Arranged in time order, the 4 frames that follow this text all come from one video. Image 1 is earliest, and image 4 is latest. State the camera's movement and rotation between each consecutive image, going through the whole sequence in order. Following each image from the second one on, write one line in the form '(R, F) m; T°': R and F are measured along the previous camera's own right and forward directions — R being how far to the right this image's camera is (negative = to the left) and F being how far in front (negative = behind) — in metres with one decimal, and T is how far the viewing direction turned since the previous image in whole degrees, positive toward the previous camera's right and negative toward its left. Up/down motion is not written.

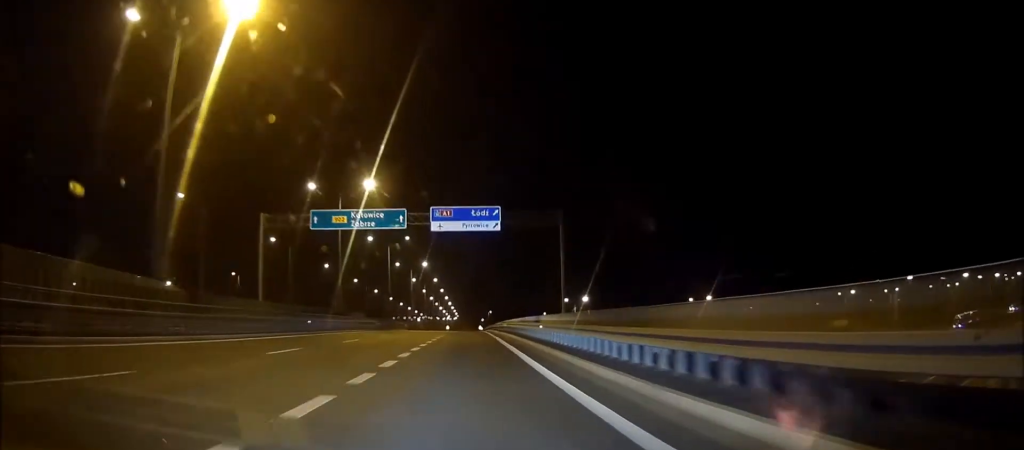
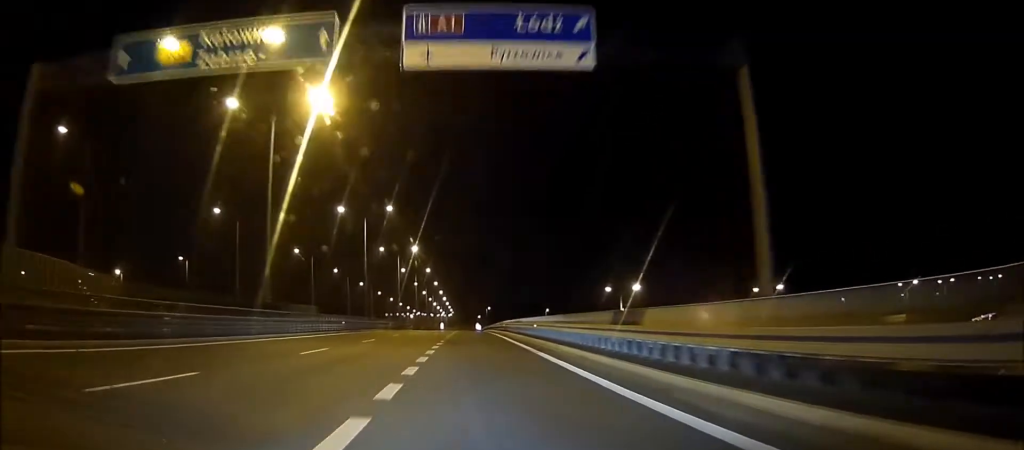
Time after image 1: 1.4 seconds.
(-0.1, +26.4) m; 0°
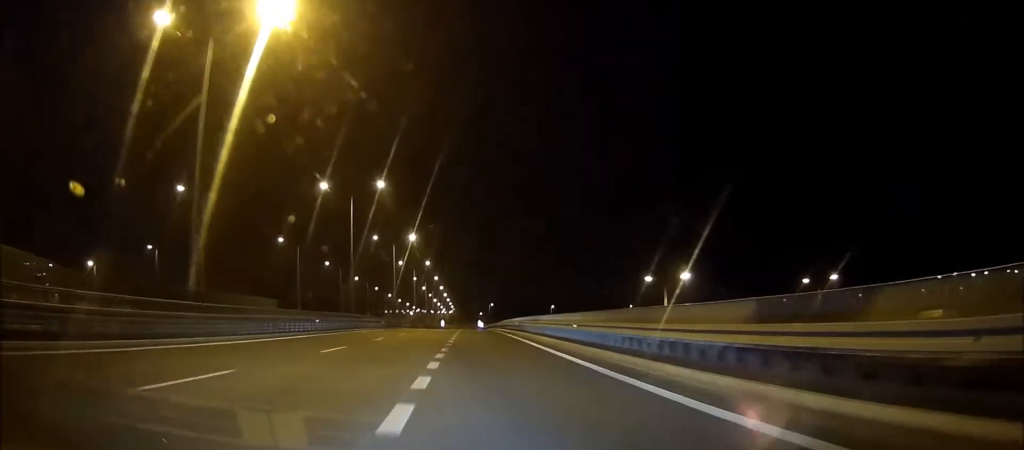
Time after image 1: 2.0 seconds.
(0.0, +12.7) m; 0°
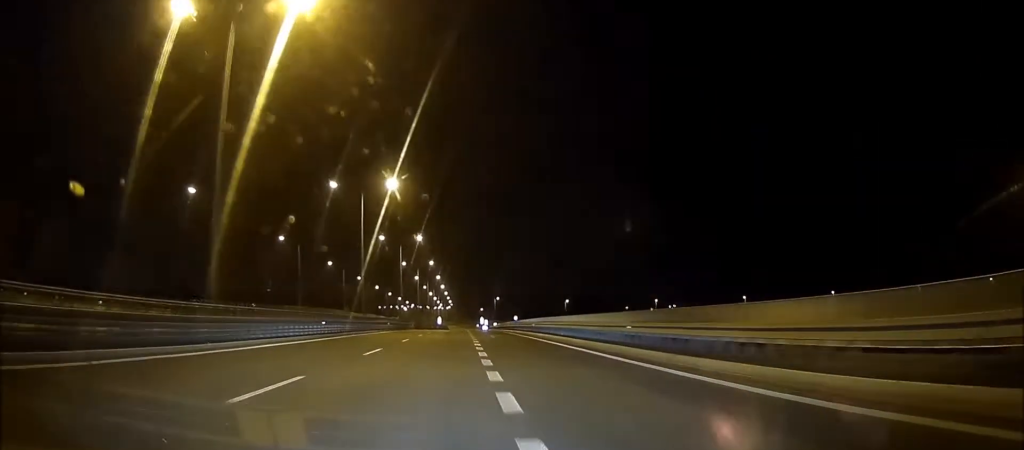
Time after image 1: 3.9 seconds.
(+0.4, +39.1) m; +2°
